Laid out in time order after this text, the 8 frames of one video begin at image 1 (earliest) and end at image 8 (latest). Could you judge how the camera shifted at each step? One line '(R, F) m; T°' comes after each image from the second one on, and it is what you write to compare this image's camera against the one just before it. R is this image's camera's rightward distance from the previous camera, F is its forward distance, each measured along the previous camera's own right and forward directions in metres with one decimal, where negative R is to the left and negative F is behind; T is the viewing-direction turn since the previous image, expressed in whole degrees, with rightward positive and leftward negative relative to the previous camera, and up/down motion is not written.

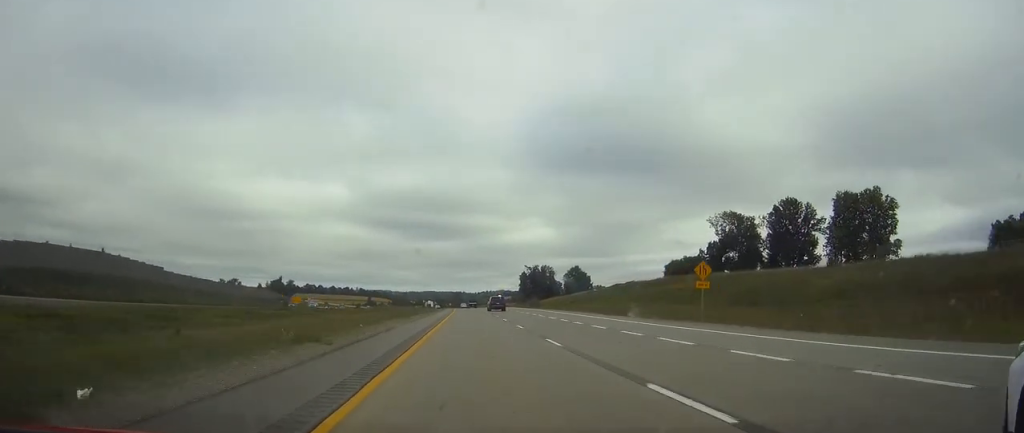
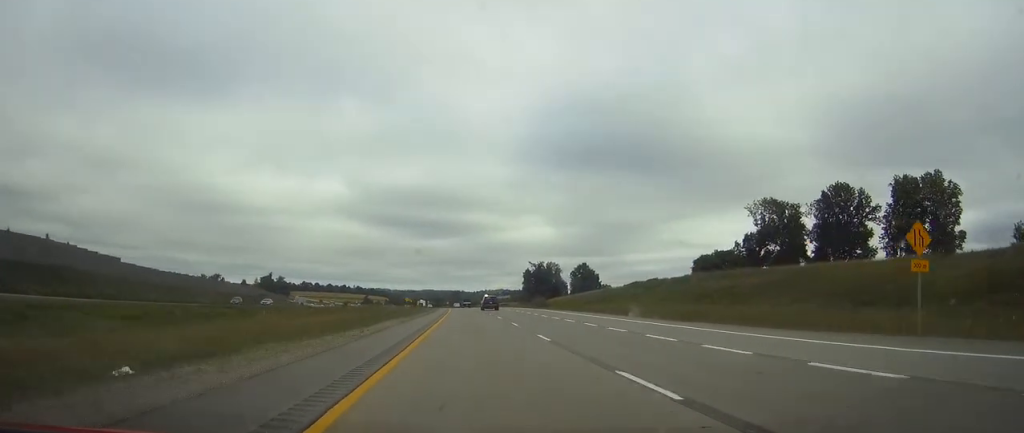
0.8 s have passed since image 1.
(0.0, +22.5) m; 0°
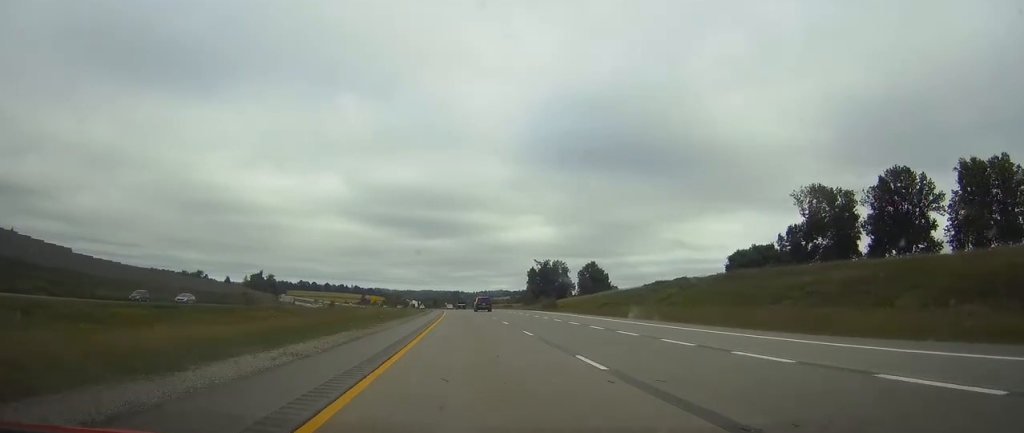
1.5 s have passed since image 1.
(0.0, +20.6) m; 0°
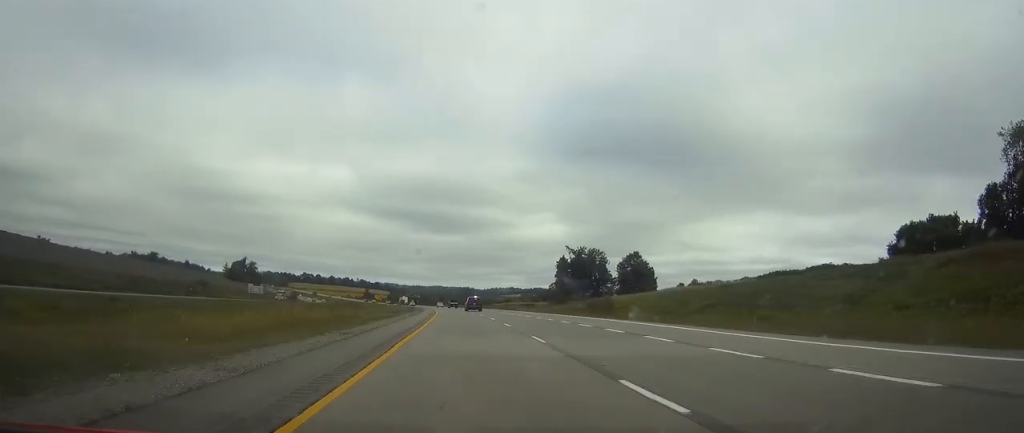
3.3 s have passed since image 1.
(-0.4, +53.4) m; -1°
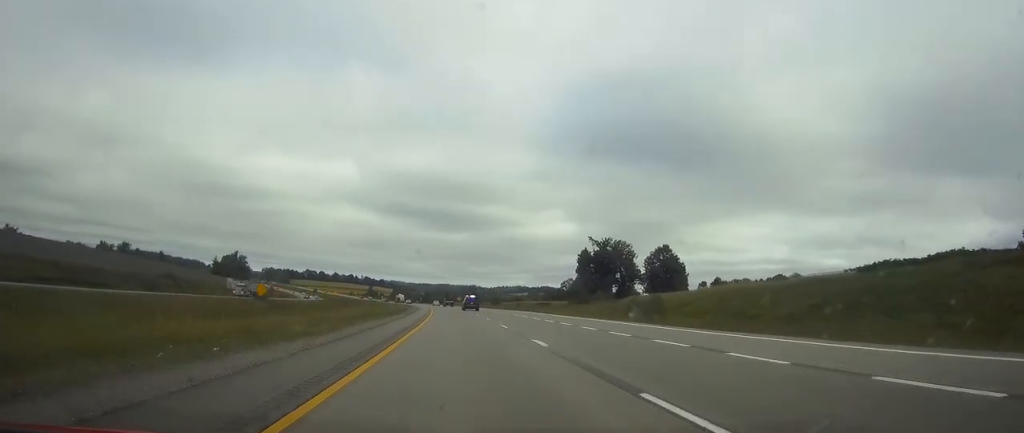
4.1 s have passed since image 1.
(0.0, +25.8) m; 0°
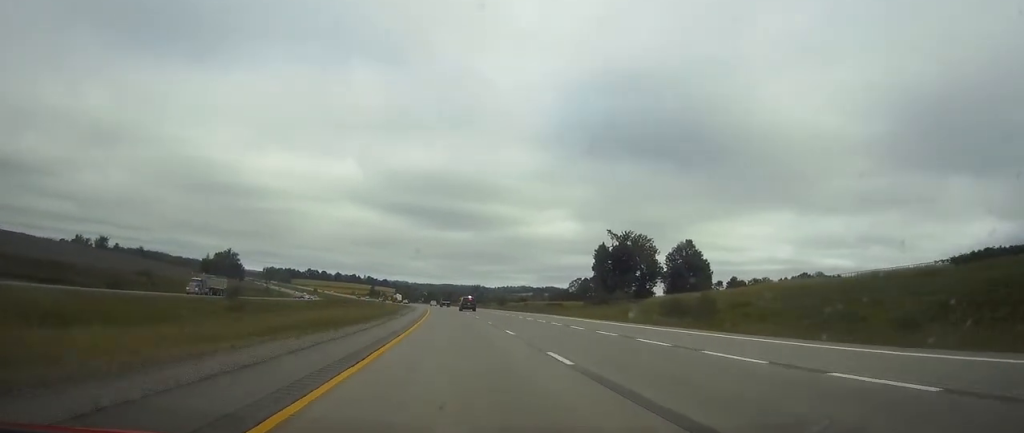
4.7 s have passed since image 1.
(0.0, +16.9) m; 0°
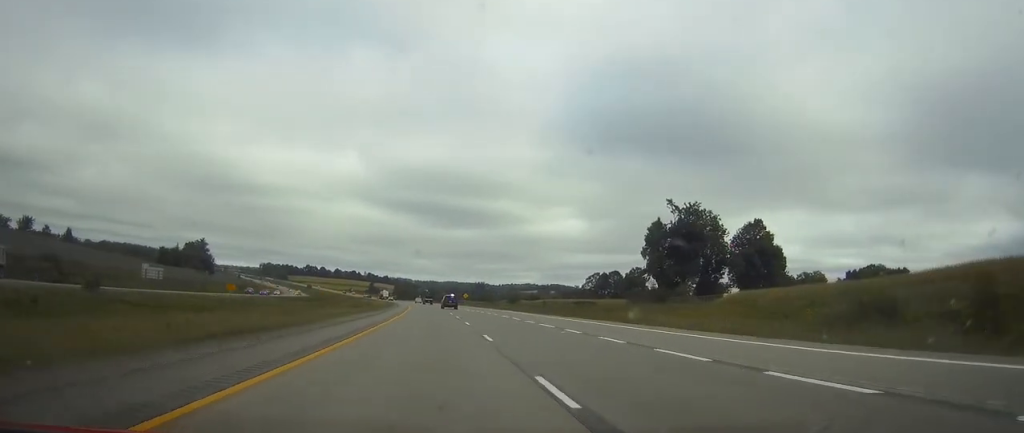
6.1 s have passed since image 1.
(-0.3, +41.9) m; -1°
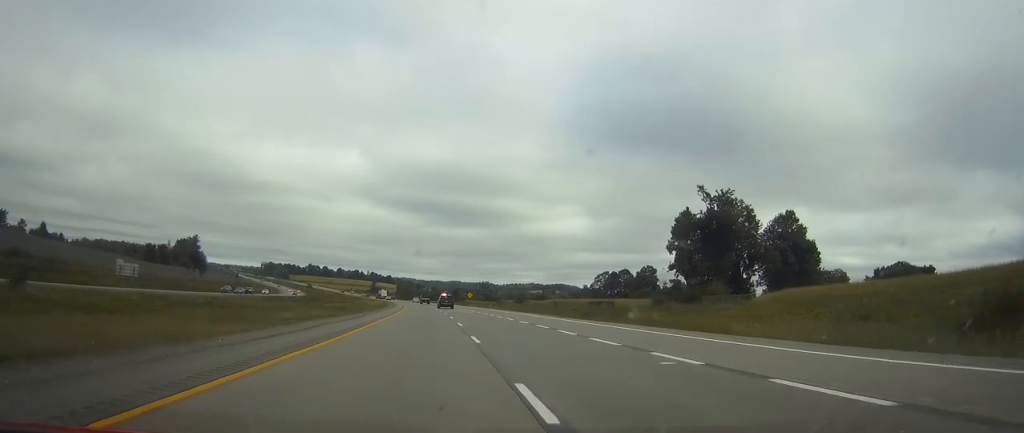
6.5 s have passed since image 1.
(0.0, +13.0) m; 0°
